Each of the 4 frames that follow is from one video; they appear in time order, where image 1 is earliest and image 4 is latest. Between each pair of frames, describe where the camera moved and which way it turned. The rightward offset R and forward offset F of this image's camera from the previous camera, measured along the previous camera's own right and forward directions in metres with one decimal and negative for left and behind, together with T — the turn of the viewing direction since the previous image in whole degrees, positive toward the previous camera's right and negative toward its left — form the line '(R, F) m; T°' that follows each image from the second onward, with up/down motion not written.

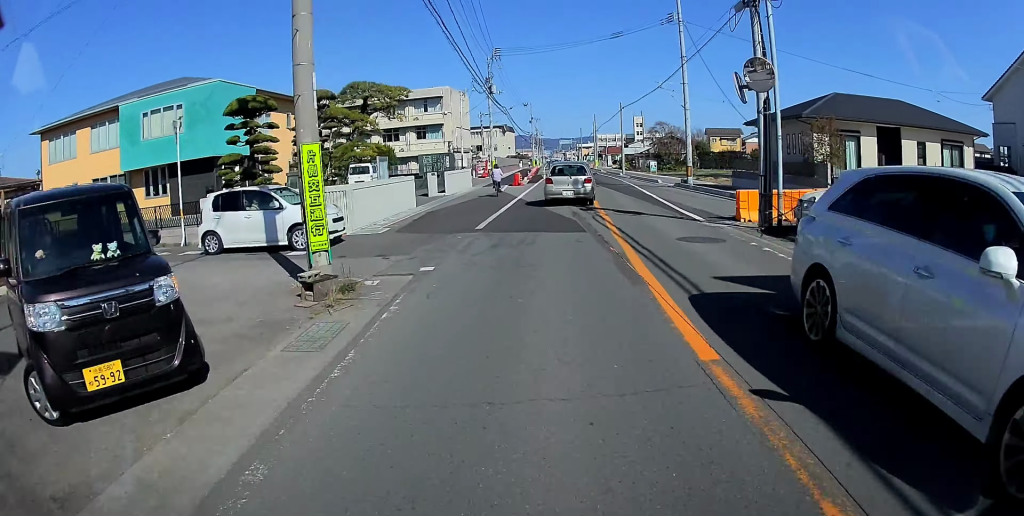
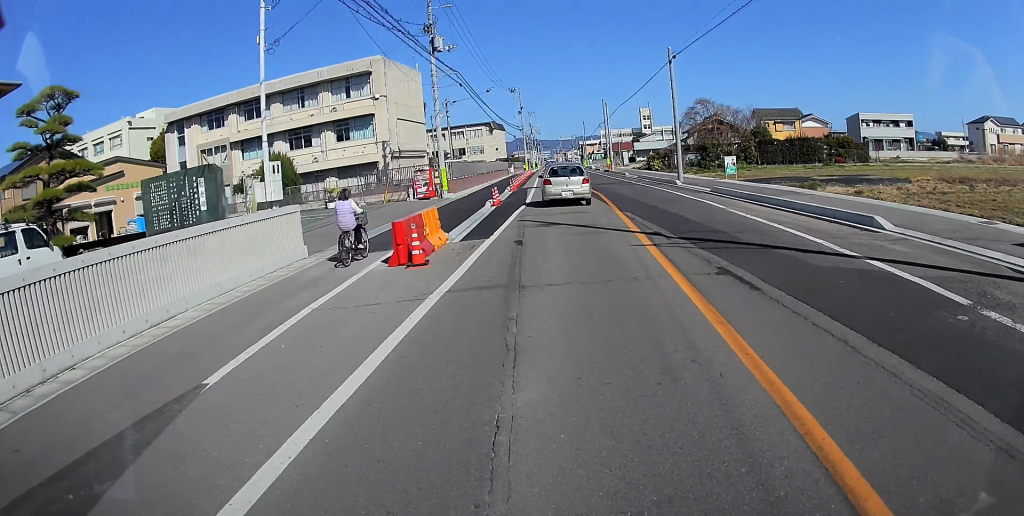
(+1.0, +29.6) m; -2°
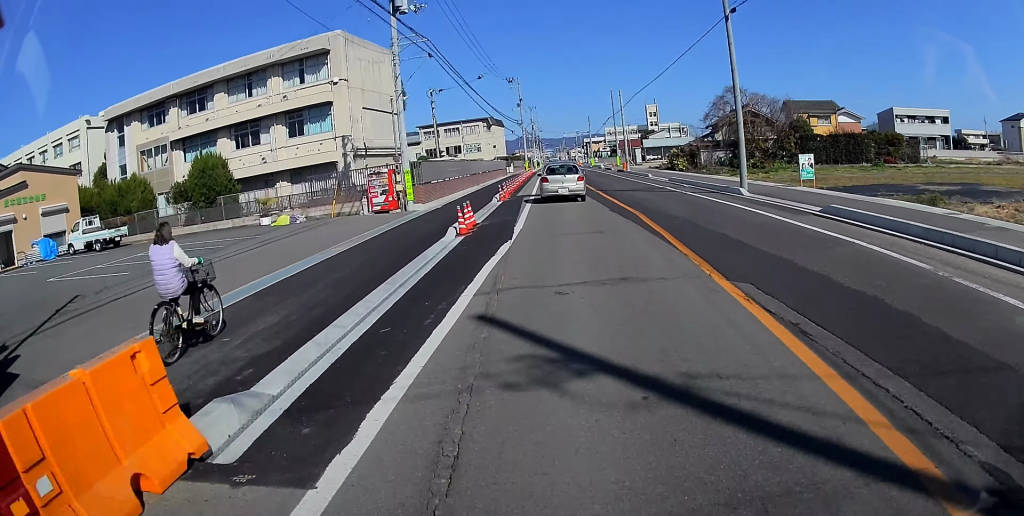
(-0.5, +9.9) m; +2°
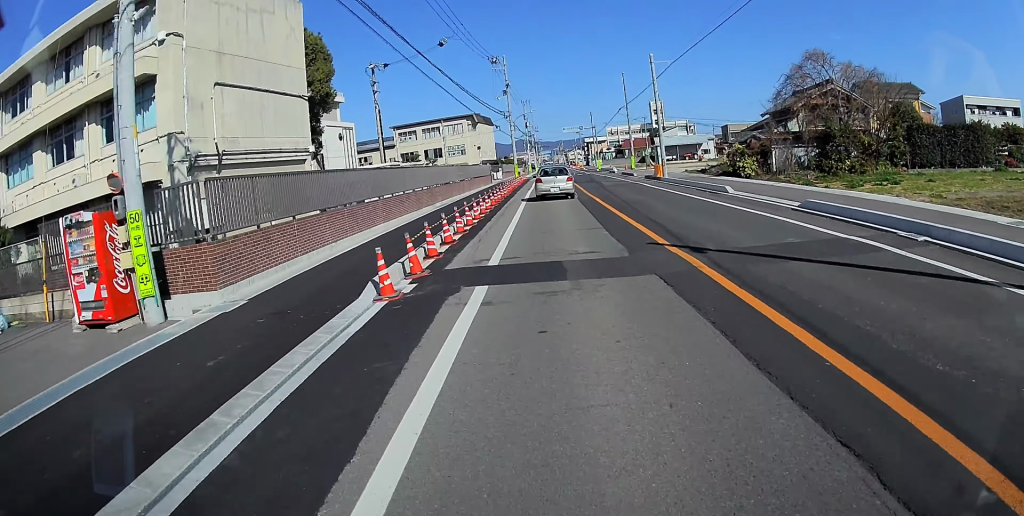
(+1.2, +18.1) m; 0°
